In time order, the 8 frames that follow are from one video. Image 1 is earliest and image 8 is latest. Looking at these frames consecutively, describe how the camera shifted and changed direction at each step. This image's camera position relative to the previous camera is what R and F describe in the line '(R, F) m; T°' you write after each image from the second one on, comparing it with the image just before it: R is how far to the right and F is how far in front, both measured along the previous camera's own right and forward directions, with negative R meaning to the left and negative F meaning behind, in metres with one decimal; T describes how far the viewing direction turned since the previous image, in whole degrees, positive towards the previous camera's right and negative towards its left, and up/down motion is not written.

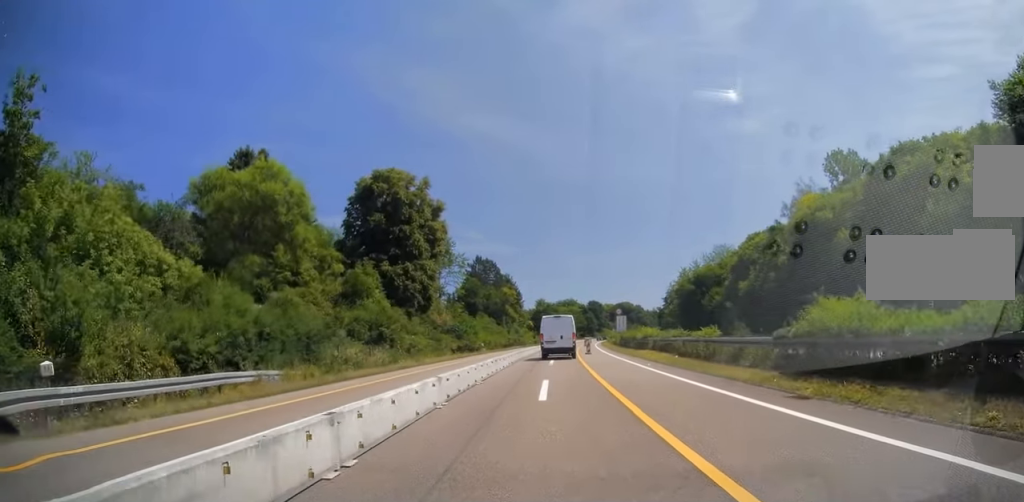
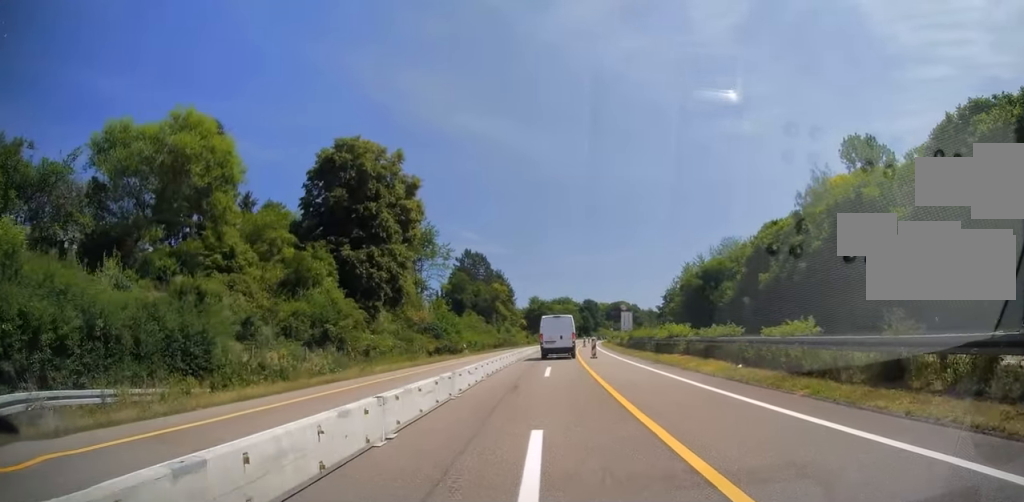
(0.0, +10.1) m; 0°
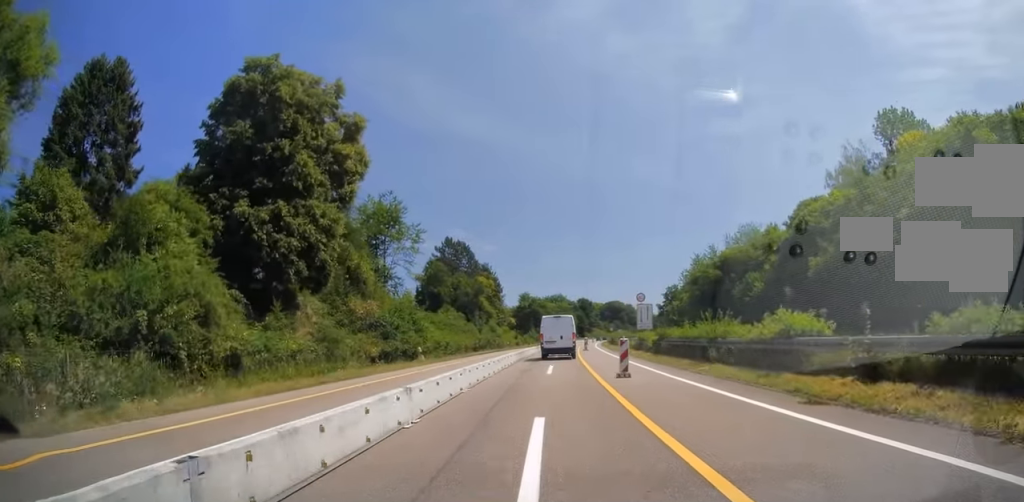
(0.0, +16.4) m; +1°
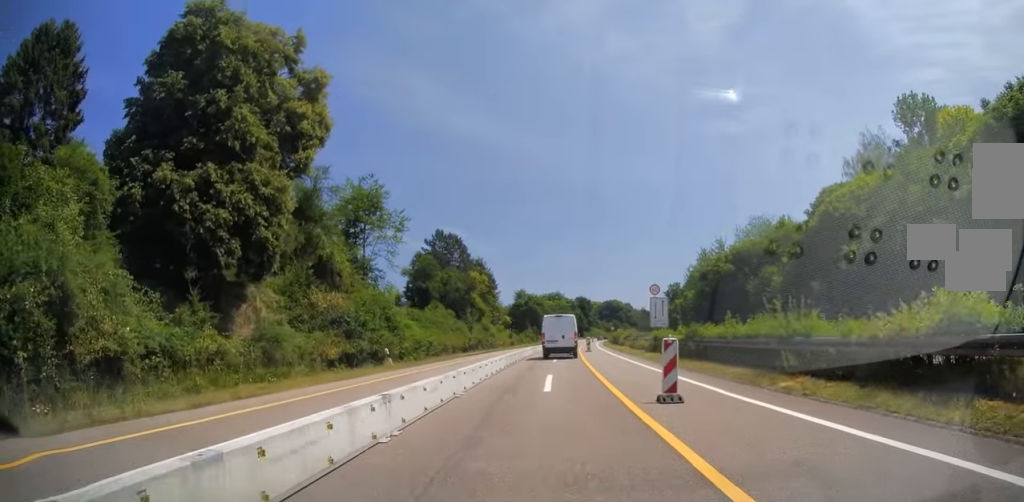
(+0.1, +7.4) m; 0°
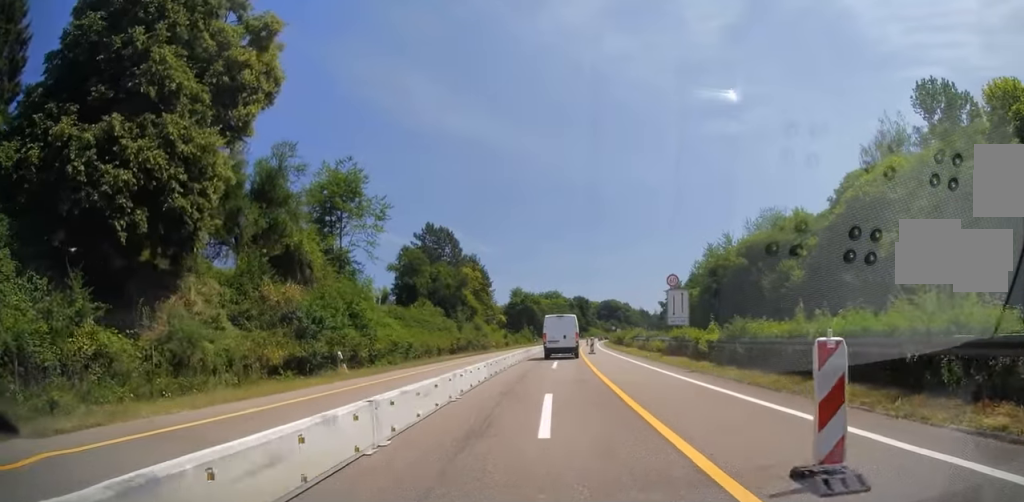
(+0.2, +6.8) m; 0°
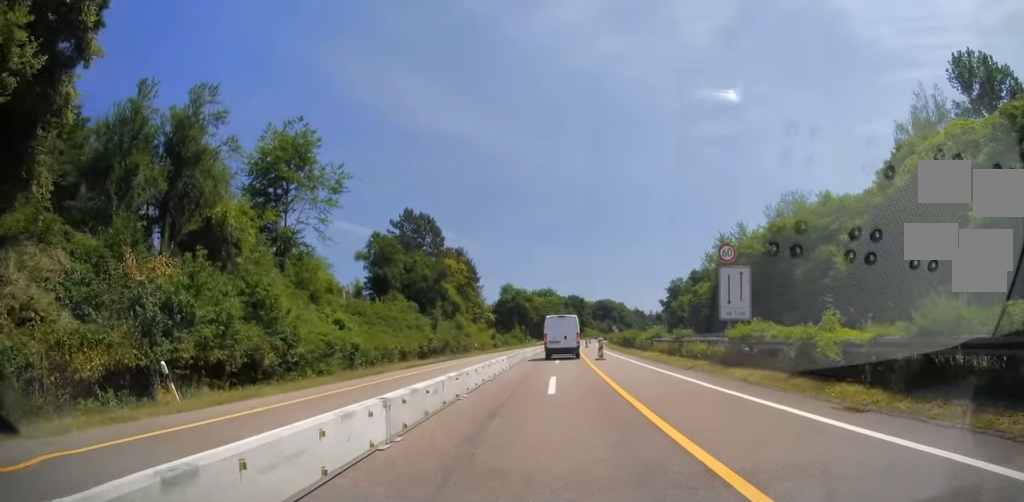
(0.0, +11.7) m; +1°
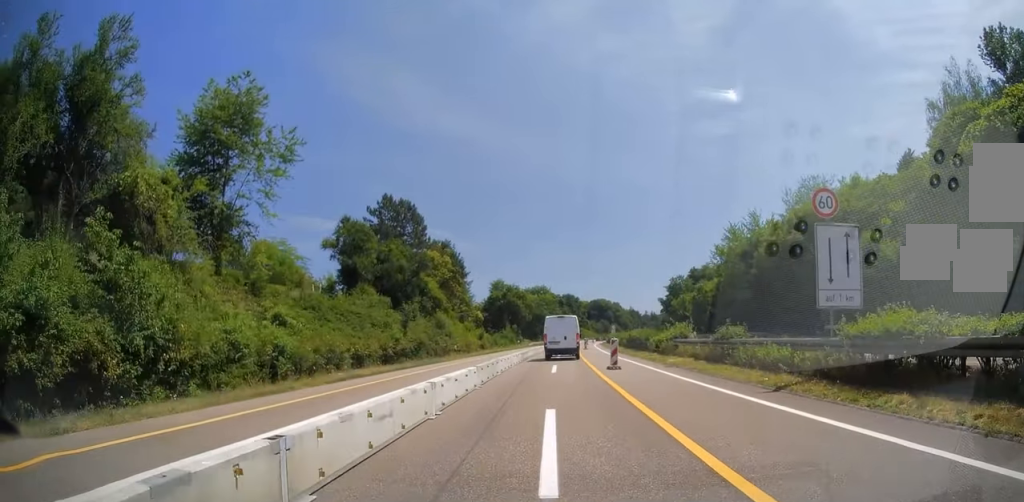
(-0.4, +9.3) m; +1°
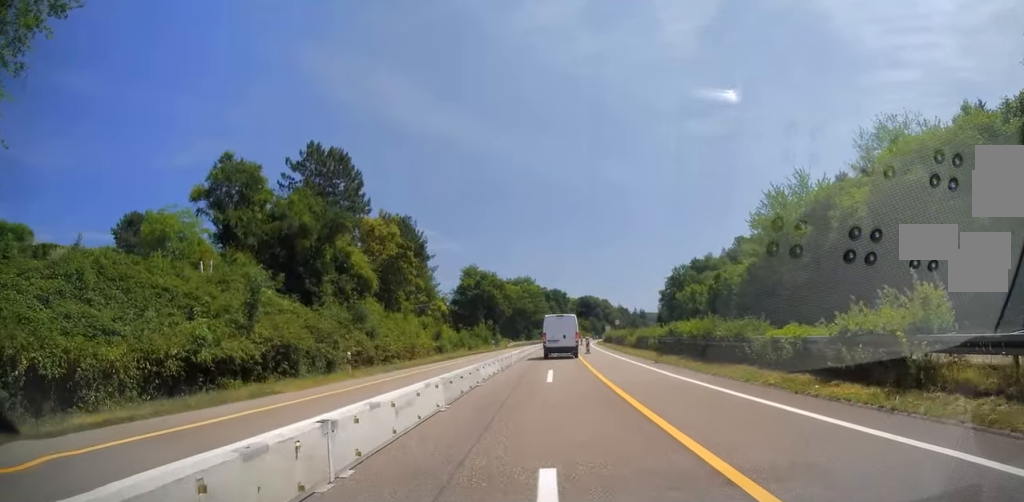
(+0.9, +23.2) m; +1°
